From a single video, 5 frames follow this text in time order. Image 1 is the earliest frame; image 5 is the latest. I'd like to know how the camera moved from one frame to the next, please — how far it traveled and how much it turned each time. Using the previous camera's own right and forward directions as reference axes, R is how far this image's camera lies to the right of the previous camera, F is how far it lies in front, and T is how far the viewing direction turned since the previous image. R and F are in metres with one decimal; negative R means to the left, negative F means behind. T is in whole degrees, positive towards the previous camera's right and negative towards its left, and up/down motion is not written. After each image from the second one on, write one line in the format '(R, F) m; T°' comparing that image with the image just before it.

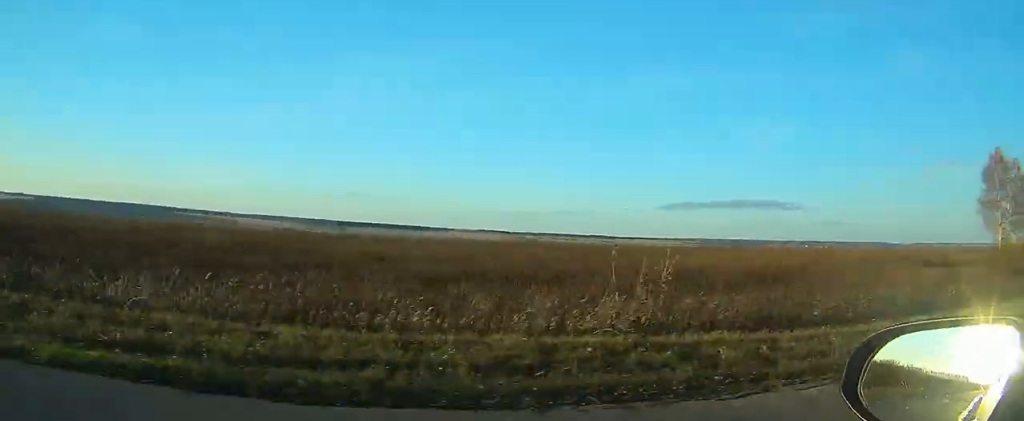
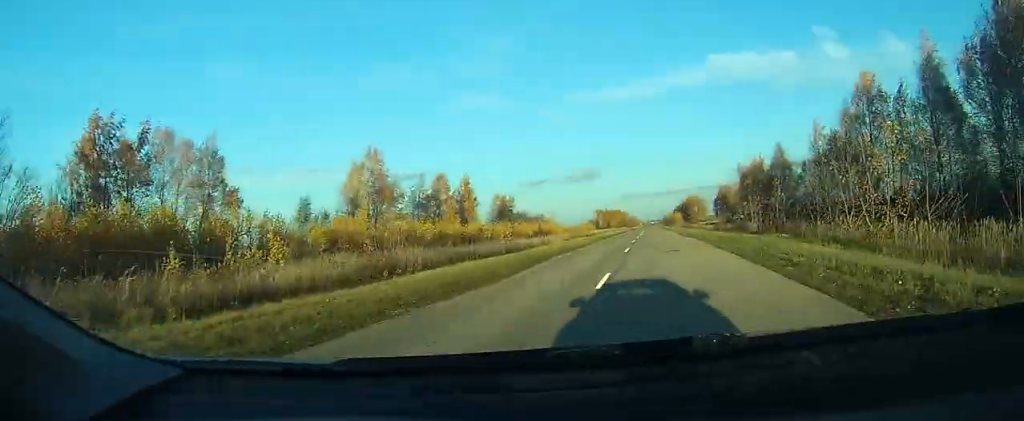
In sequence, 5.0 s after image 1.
(+6.3, +129.9) m; +4°
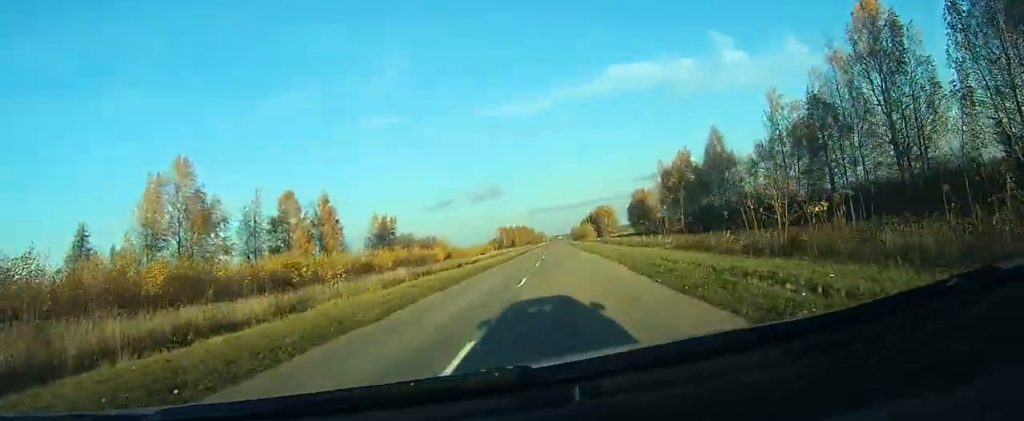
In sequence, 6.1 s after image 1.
(+0.2, +26.8) m; 0°
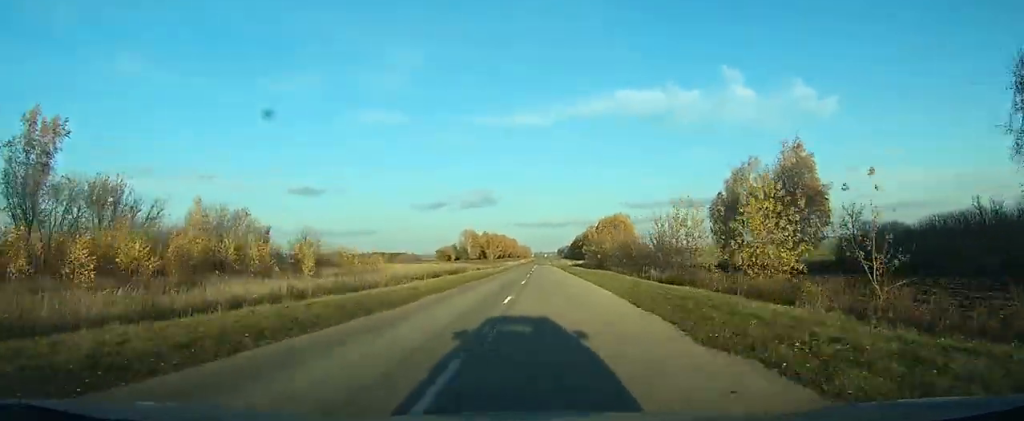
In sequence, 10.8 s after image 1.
(-1.8, +124.0) m; -1°
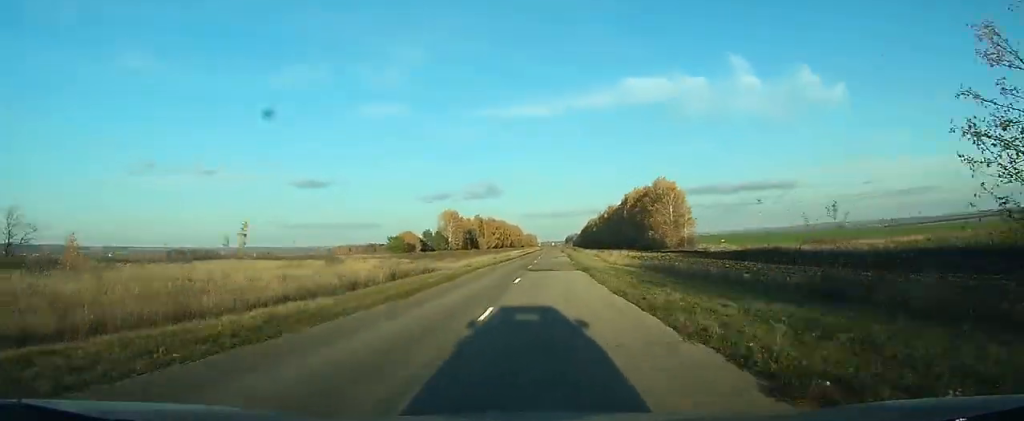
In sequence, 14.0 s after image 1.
(-0.7, +74.4) m; -1°
